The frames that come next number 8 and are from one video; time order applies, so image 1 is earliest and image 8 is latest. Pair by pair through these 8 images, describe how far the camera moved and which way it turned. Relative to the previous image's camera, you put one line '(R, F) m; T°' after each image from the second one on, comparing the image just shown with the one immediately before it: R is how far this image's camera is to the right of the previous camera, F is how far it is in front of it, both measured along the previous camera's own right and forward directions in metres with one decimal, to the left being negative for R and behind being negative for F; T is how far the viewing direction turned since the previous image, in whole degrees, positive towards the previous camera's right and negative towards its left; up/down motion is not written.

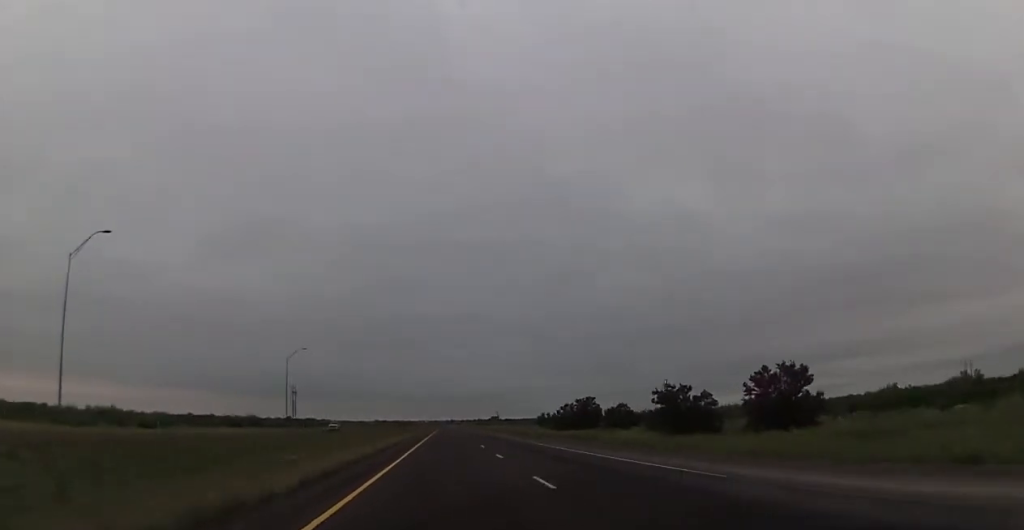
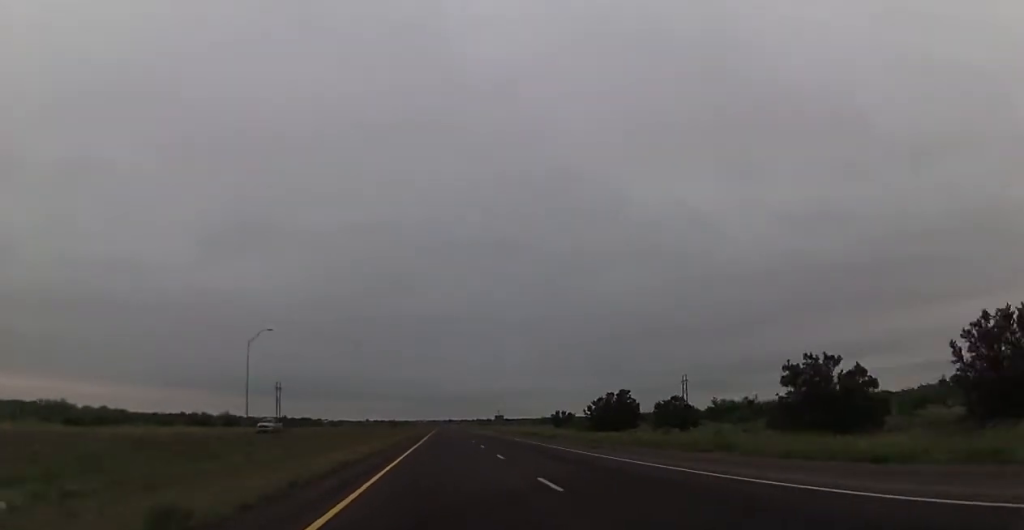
(-0.4, +24.7) m; 0°
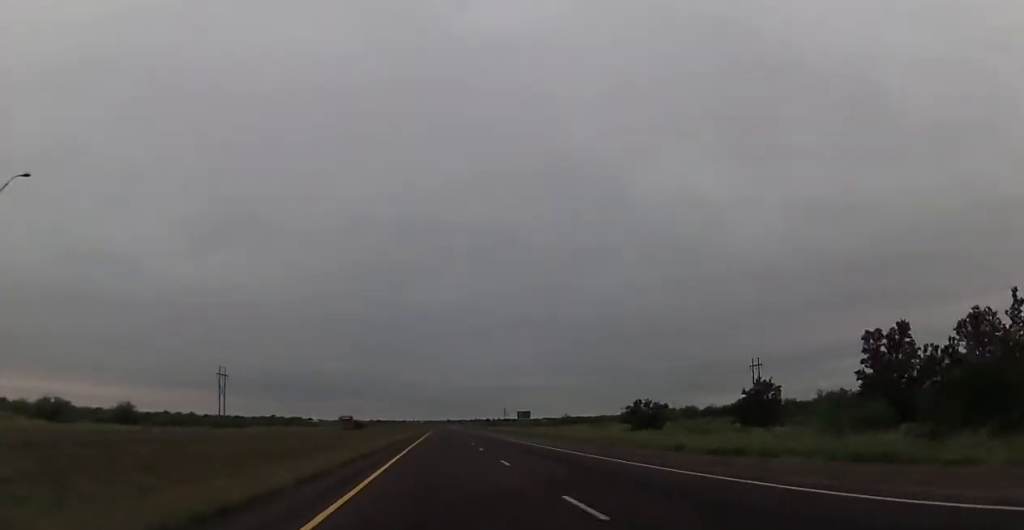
(+0.7, +64.3) m; +1°
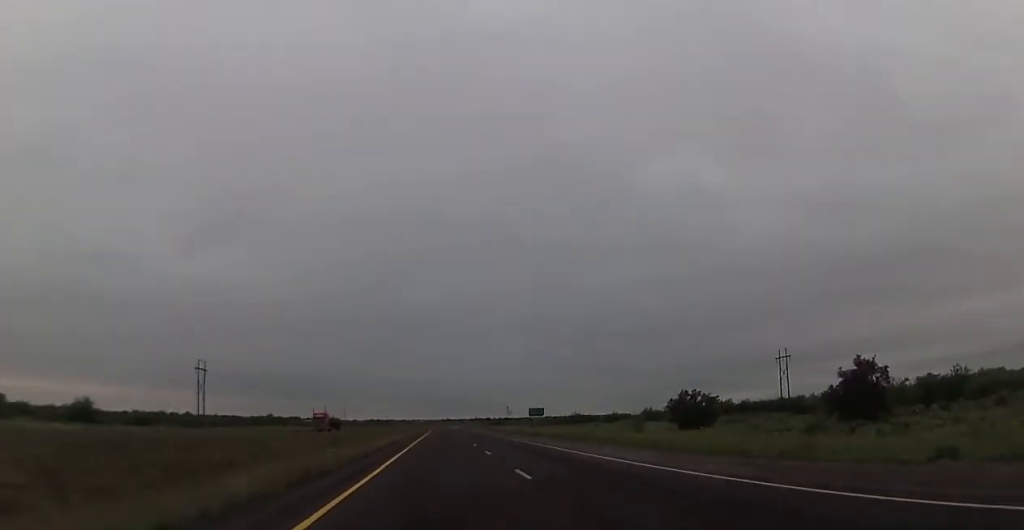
(-0.1, +17.2) m; 0°
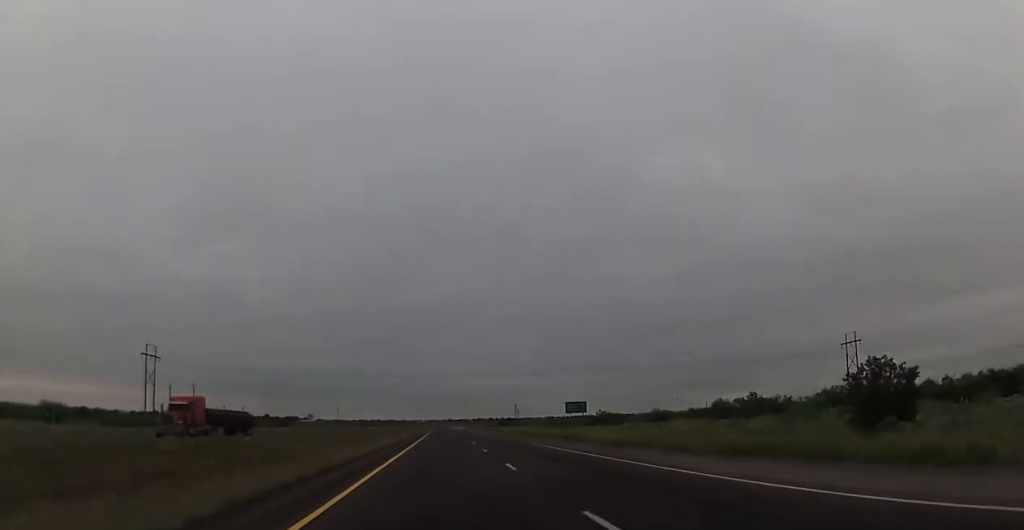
(+0.3, +33.4) m; 0°
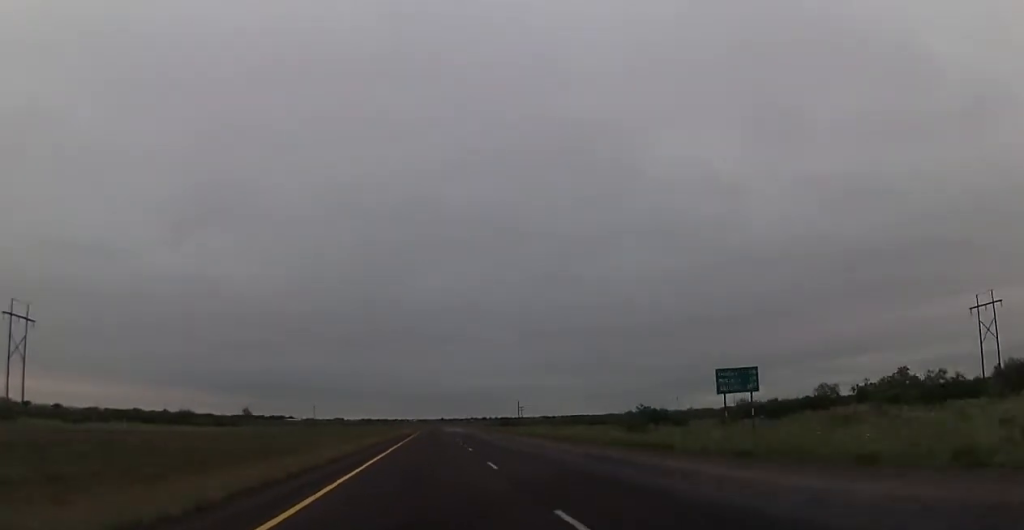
(-0.2, +48.1) m; 0°
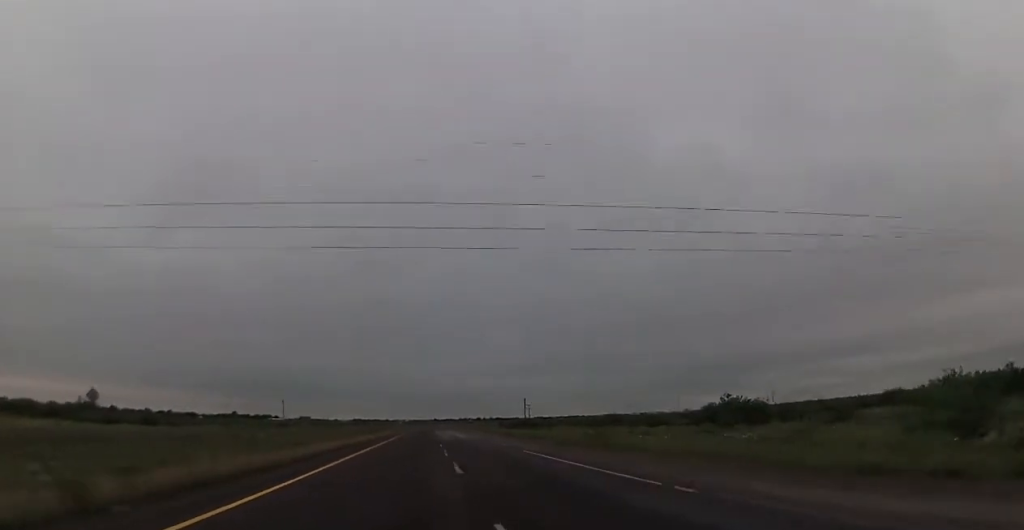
(0.0, +49.3) m; +1°
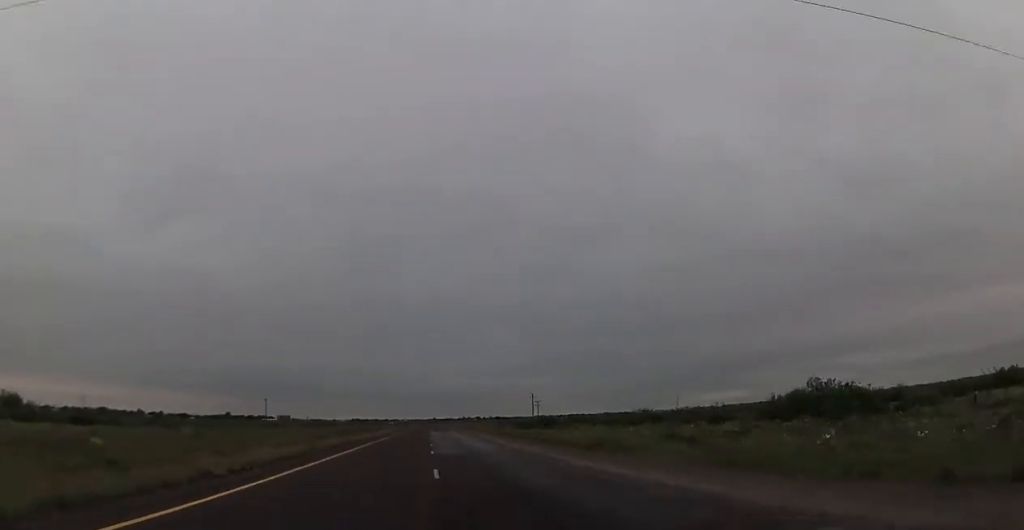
(+0.1, +25.9) m; 0°
